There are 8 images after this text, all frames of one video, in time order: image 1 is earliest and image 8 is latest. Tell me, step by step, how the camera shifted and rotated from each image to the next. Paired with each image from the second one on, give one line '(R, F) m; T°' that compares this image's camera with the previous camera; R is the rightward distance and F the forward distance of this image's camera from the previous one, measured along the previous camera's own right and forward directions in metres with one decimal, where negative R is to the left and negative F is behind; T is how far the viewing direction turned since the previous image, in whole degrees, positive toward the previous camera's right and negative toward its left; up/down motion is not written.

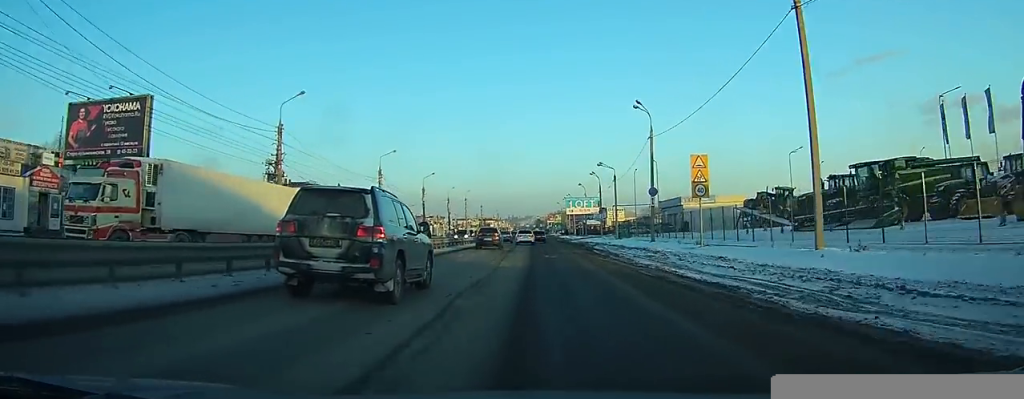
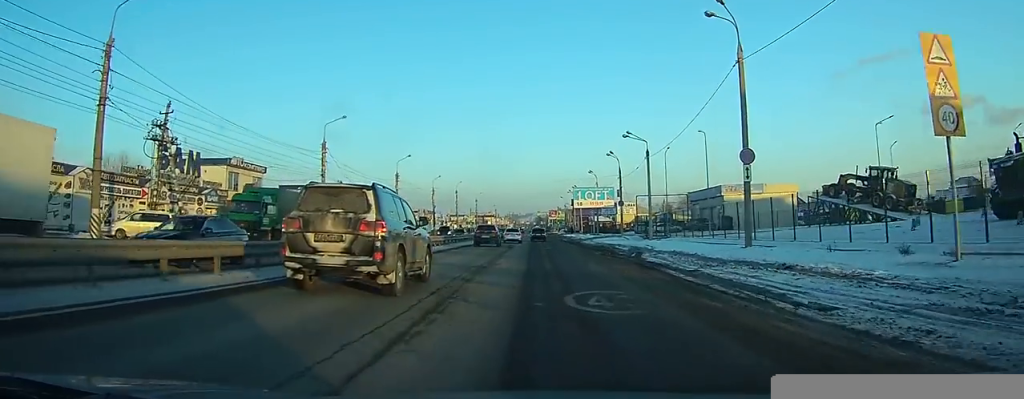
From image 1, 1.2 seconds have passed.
(-0.1, +20.5) m; 0°
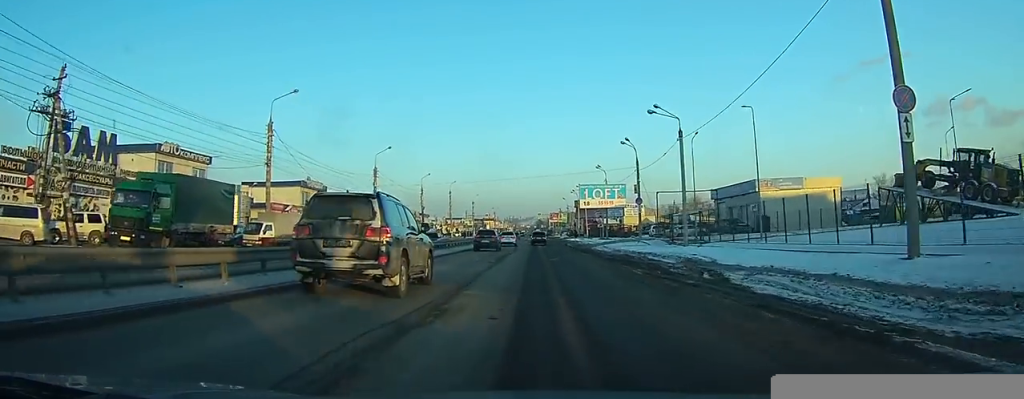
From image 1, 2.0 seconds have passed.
(+0.1, +12.2) m; 0°
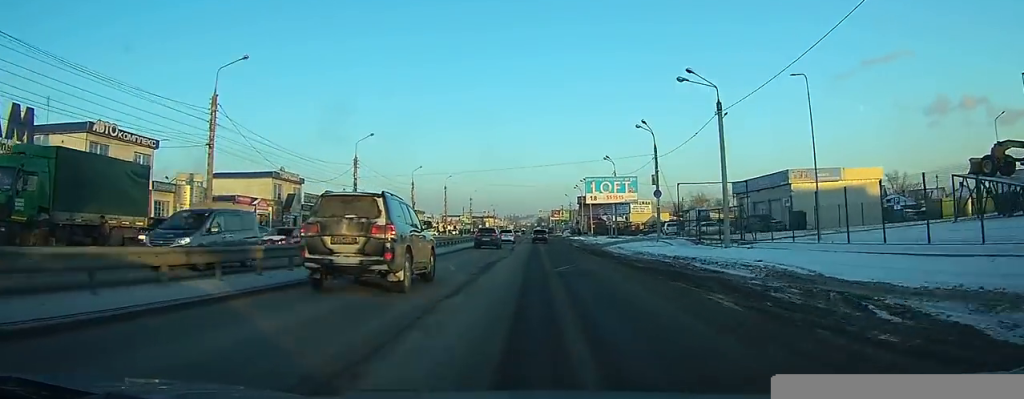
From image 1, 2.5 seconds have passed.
(-0.1, +8.7) m; 0°
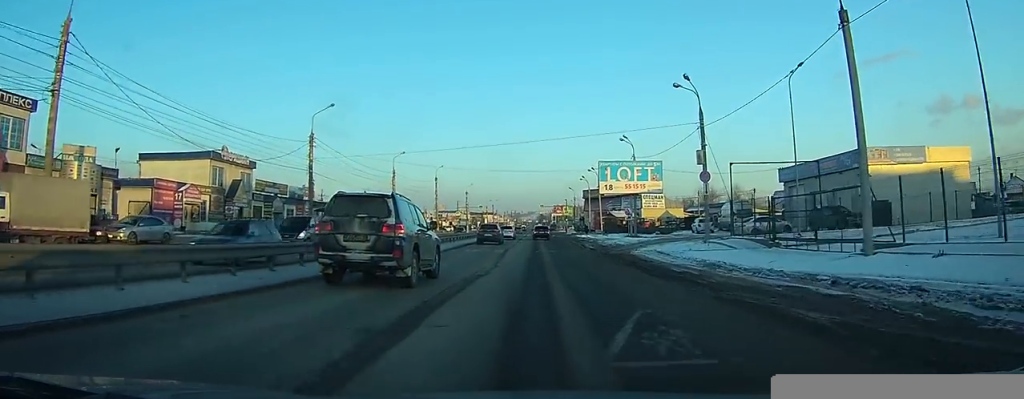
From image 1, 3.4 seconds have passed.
(0.0, +13.9) m; 0°
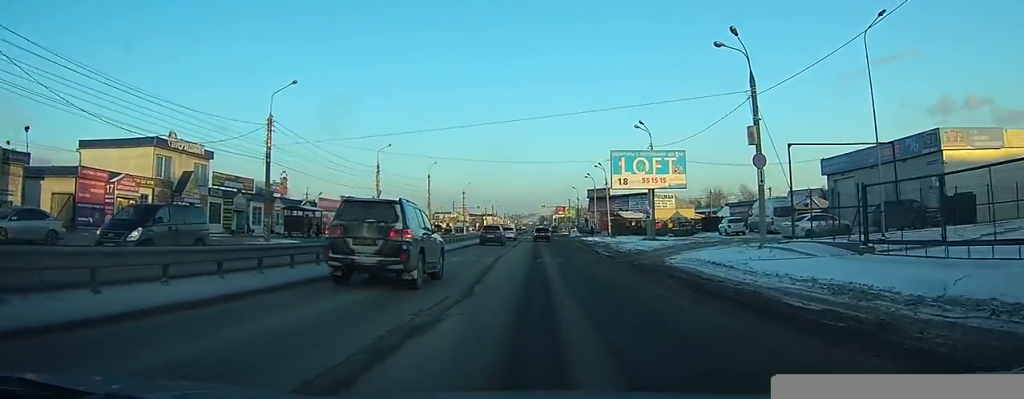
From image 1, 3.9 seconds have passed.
(+0.1, +9.0) m; 0°
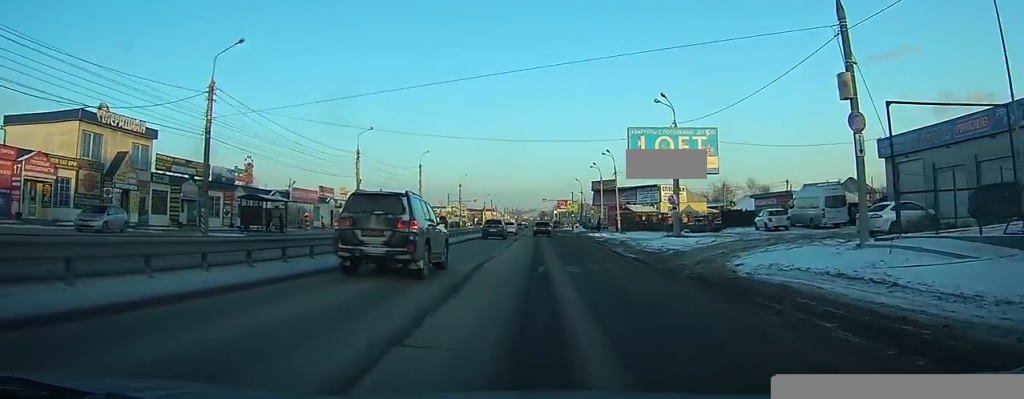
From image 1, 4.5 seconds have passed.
(0.0, +8.7) m; 0°
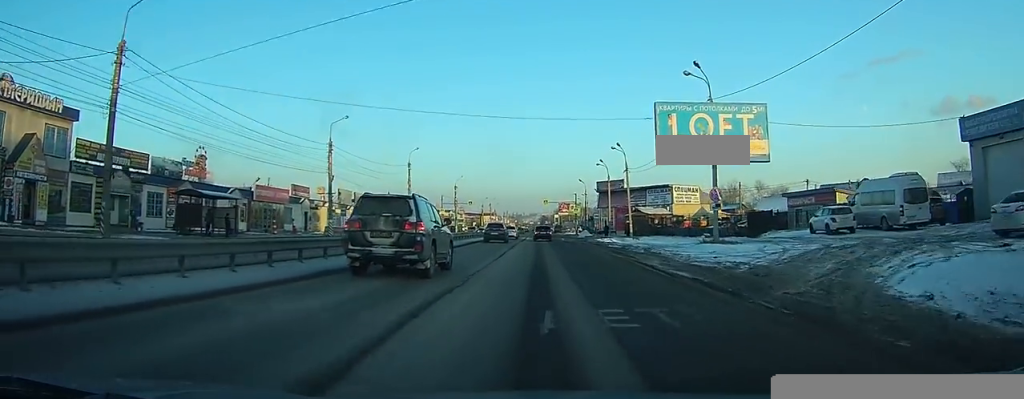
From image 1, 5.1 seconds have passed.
(0.0, +9.2) m; 0°
